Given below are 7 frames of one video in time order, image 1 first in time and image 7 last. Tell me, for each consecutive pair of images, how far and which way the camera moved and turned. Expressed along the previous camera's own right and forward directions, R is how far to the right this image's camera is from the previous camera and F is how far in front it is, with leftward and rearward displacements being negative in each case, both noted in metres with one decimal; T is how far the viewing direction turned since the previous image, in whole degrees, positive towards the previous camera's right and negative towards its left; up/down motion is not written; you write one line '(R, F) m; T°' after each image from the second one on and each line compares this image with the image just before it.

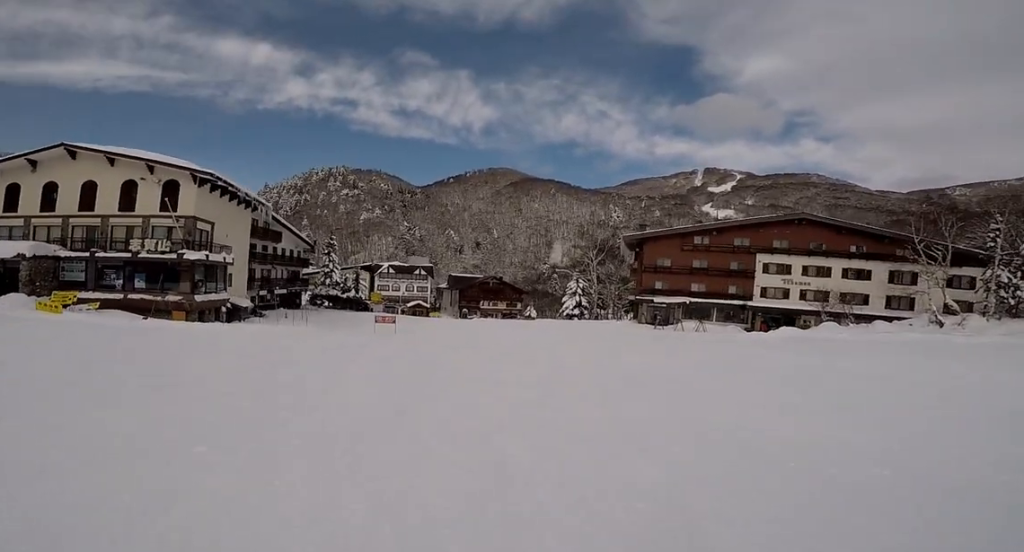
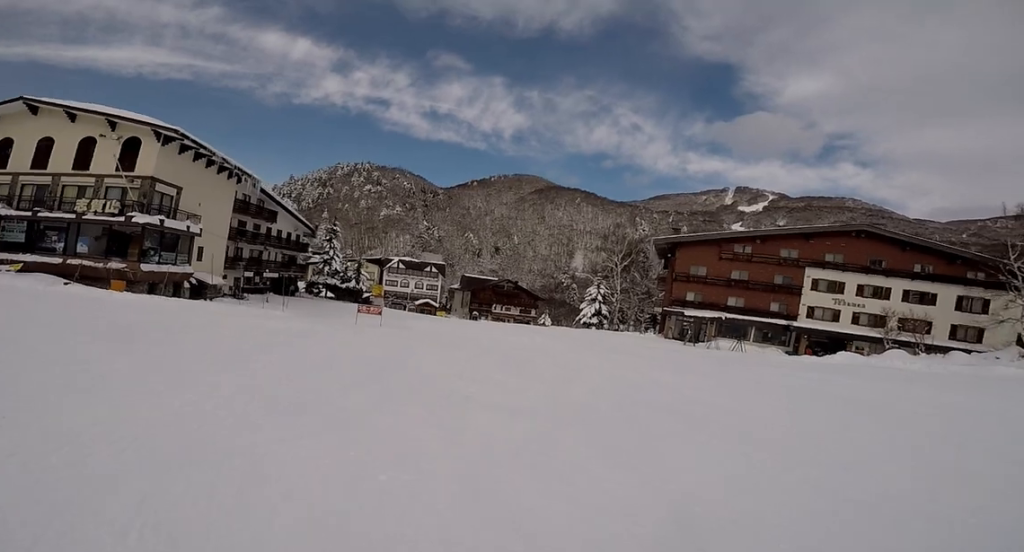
(+0.3, +5.4) m; -1°
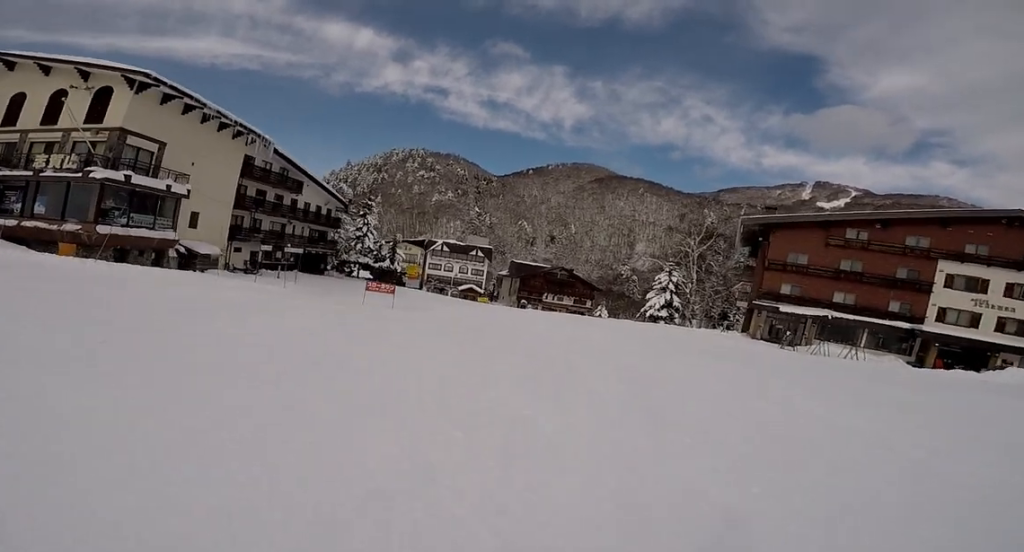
(-0.6, +6.2) m; -6°
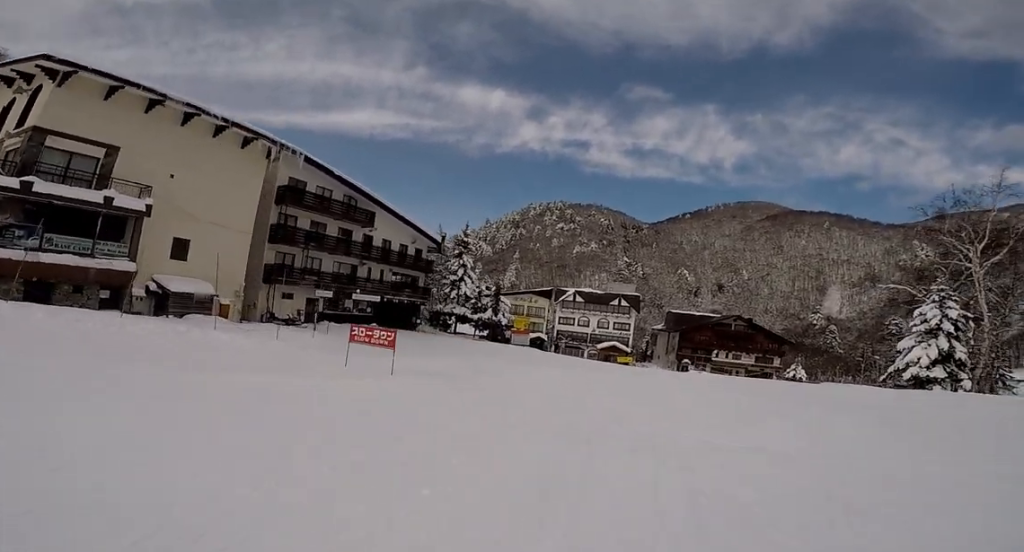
(-1.8, +12.1) m; -19°
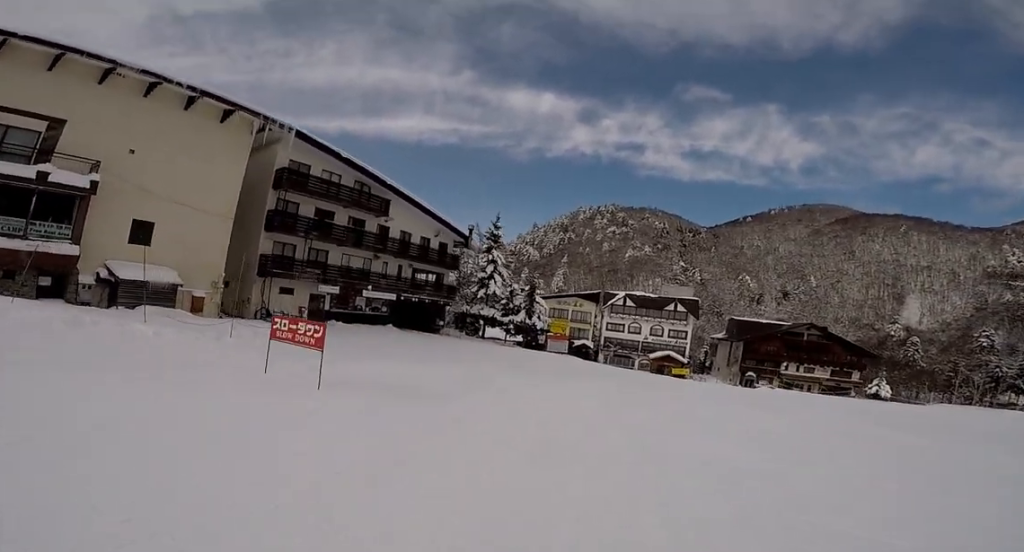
(-0.4, +4.8) m; -9°
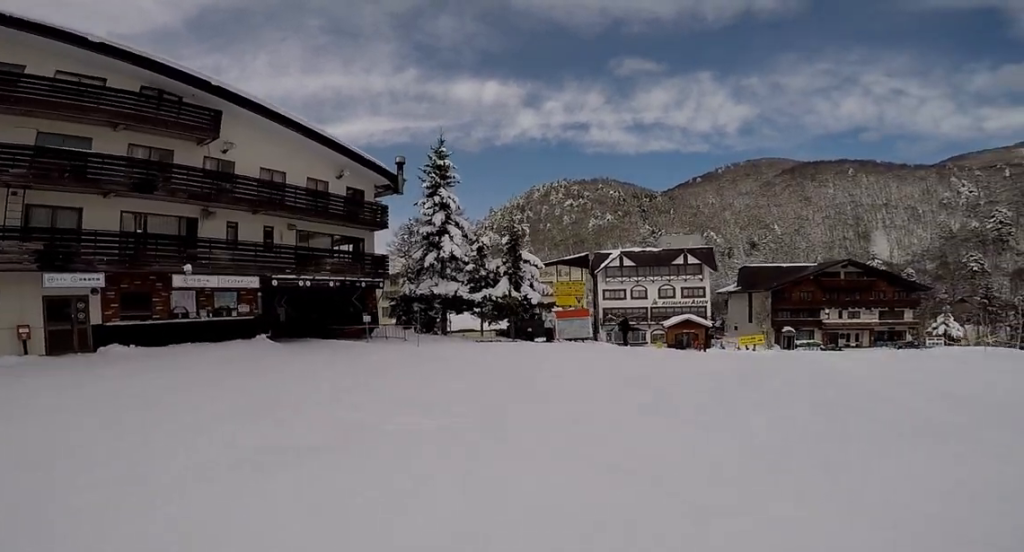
(-1.9, +14.9) m; -3°
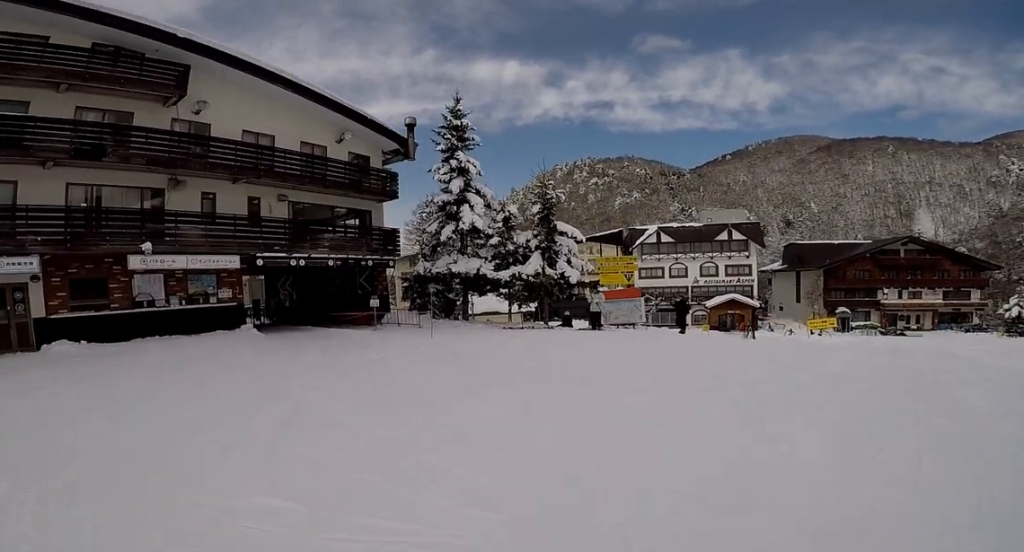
(-0.2, +2.8) m; -4°
